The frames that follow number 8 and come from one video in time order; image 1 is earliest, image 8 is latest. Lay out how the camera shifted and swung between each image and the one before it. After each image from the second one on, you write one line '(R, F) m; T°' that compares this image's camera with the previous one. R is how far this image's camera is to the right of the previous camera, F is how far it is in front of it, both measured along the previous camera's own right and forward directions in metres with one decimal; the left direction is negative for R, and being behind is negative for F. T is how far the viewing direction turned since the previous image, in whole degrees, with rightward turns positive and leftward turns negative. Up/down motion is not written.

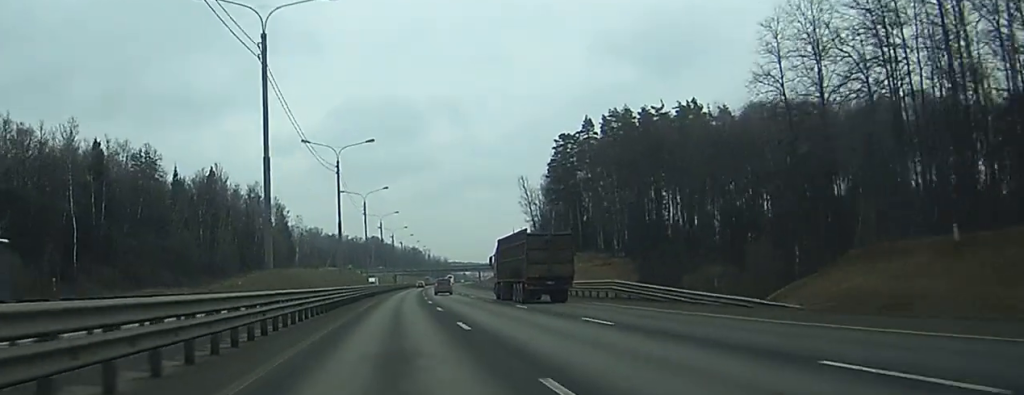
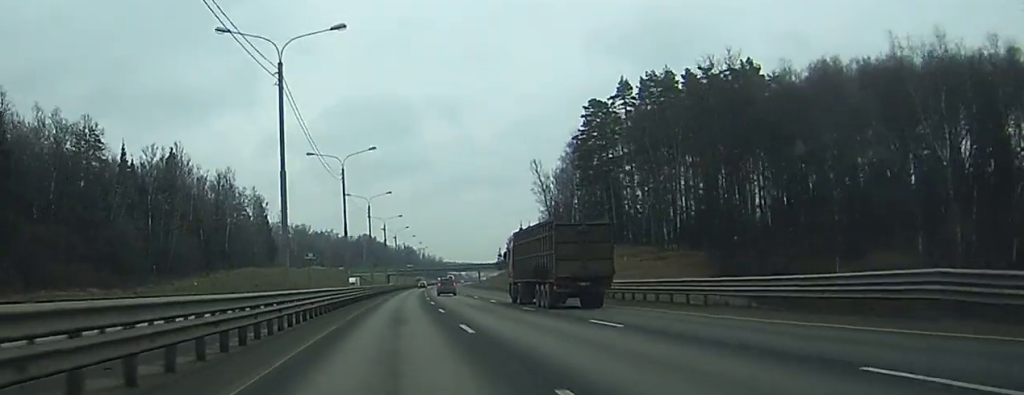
(-0.4, +33.2) m; +1°
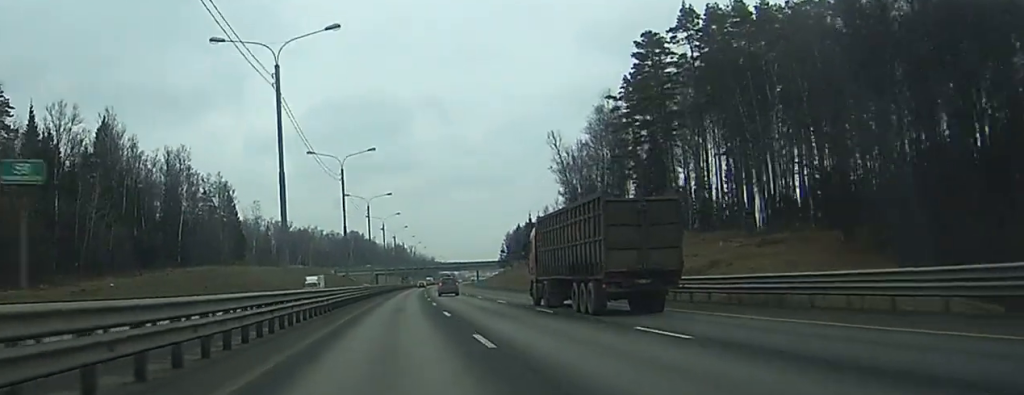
(+1.4, +37.4) m; +2°
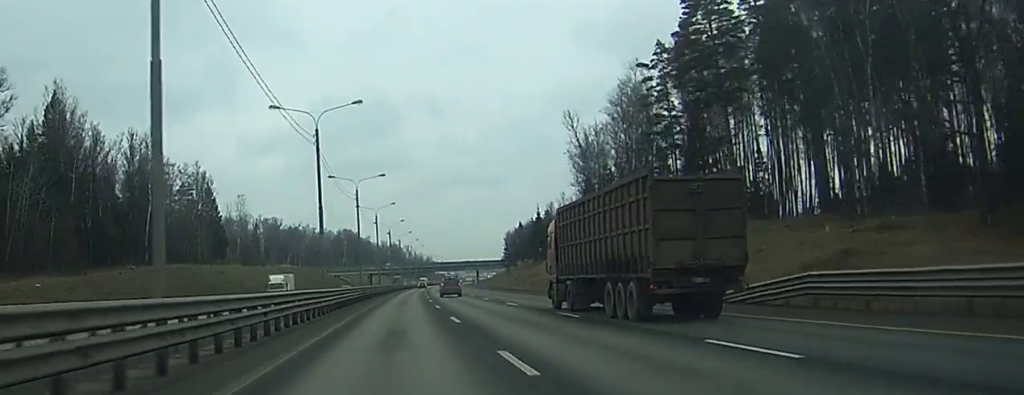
(-0.3, +20.8) m; 0°
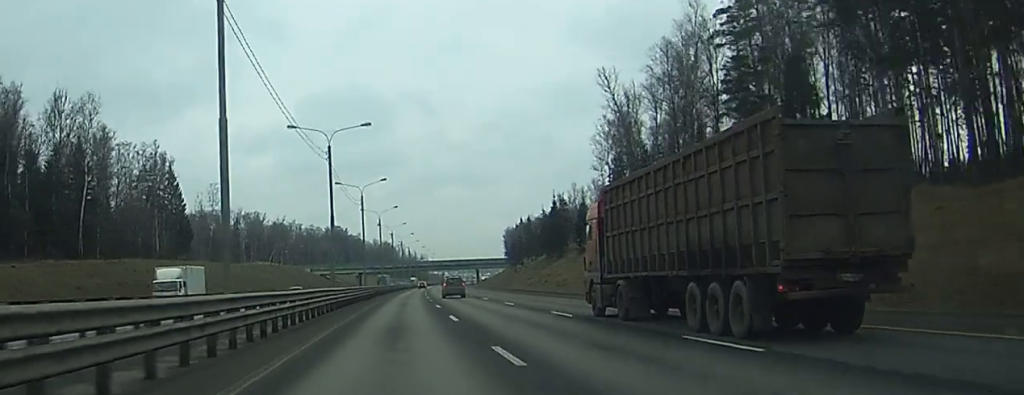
(0.0, +30.6) m; 0°
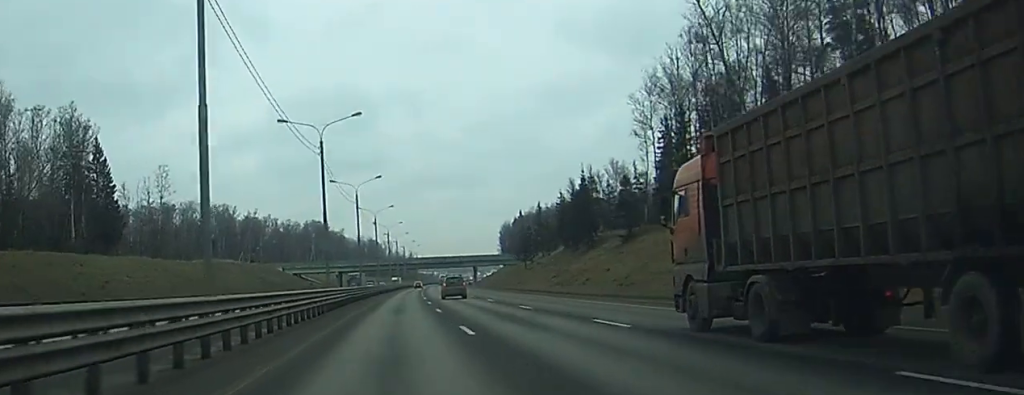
(+0.2, +40.3) m; +1°
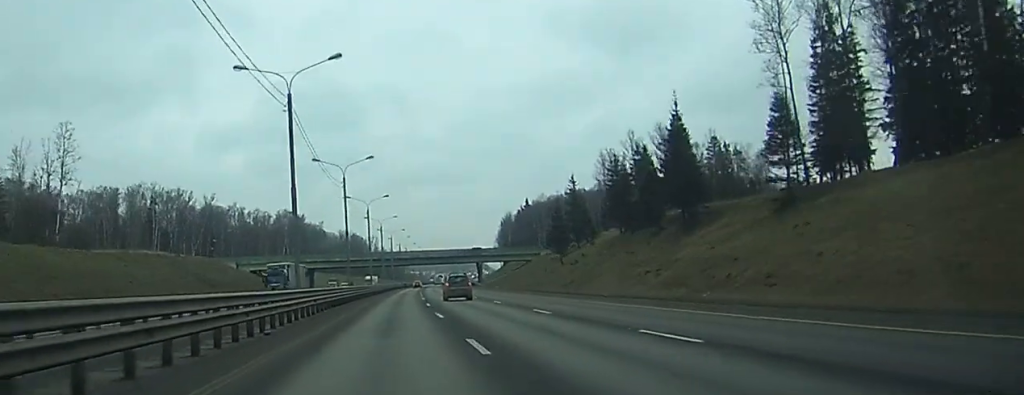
(+0.6, +54.1) m; +1°
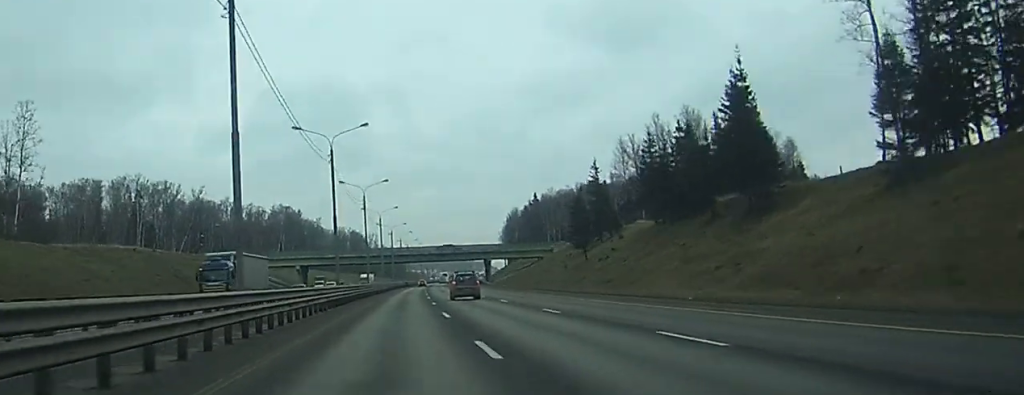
(0.0, +17.3) m; 0°
